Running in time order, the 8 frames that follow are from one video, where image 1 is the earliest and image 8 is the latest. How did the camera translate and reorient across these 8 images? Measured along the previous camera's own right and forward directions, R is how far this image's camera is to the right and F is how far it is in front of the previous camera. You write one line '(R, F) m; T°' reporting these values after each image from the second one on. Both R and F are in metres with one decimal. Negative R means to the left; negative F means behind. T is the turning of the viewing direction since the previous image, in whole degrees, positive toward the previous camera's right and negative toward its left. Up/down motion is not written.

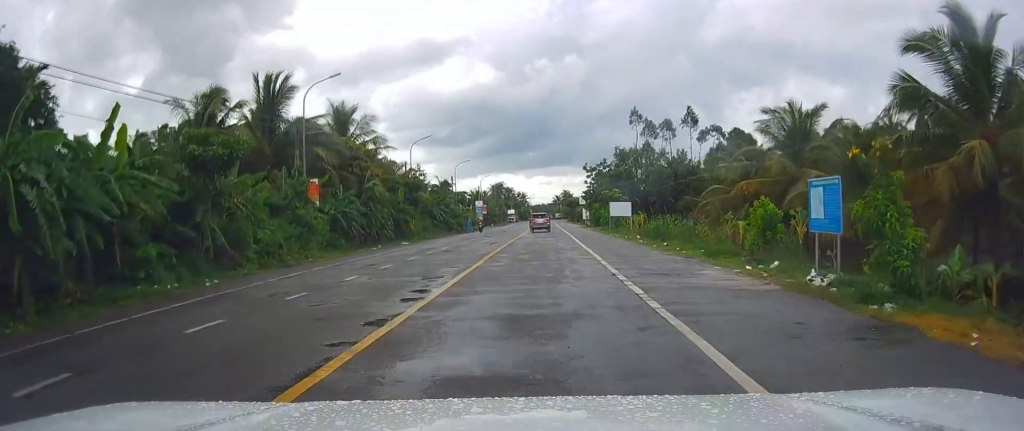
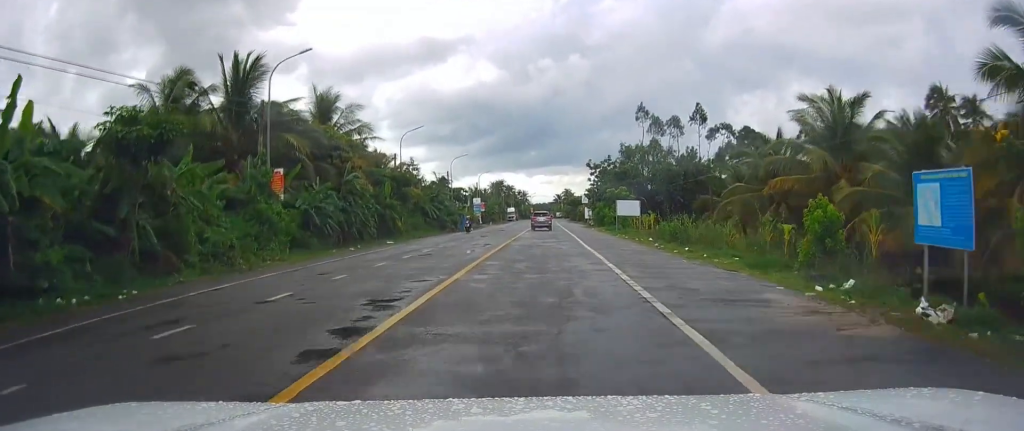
(0.0, +4.8) m; 0°
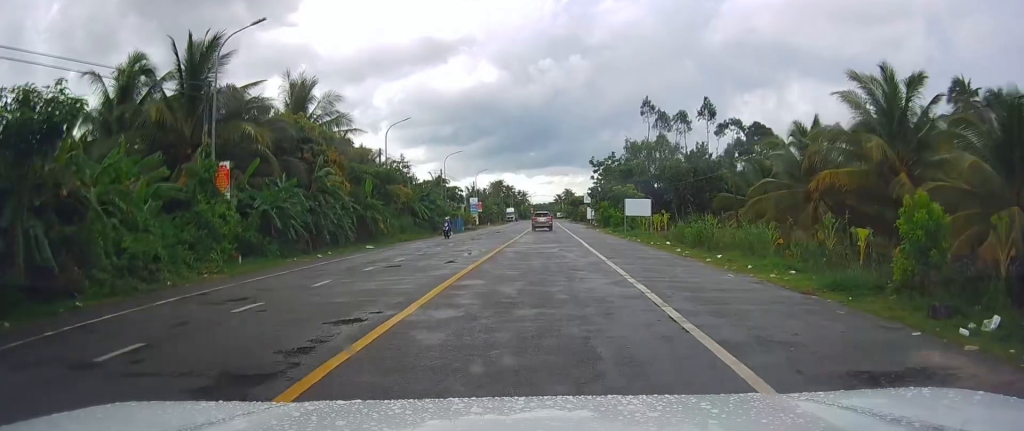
(0.0, +6.0) m; -1°
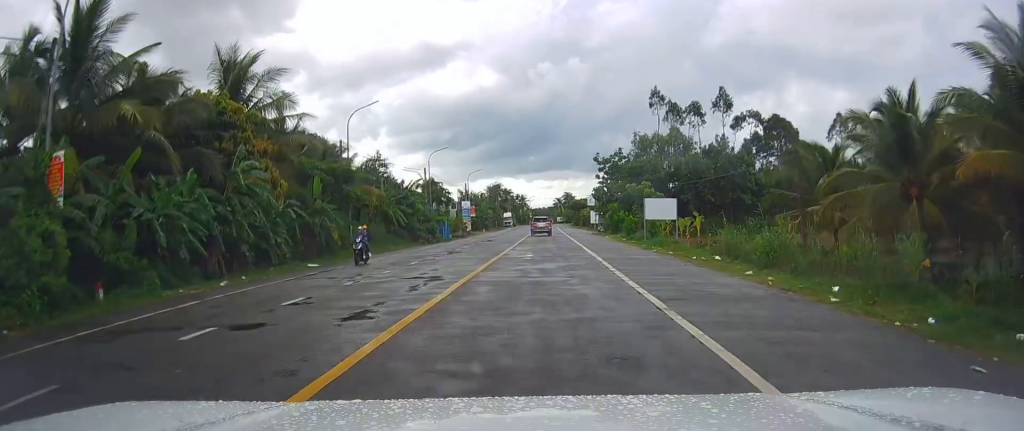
(-0.2, +9.5) m; -1°
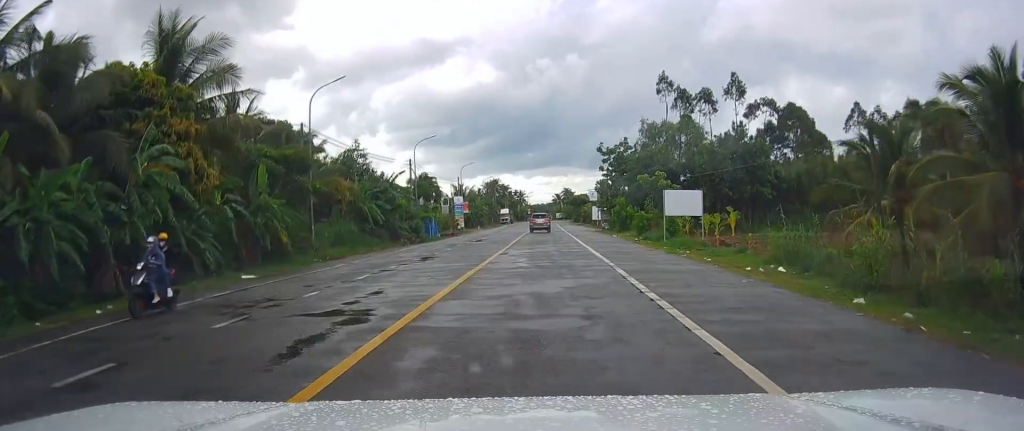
(-0.1, +7.2) m; +1°
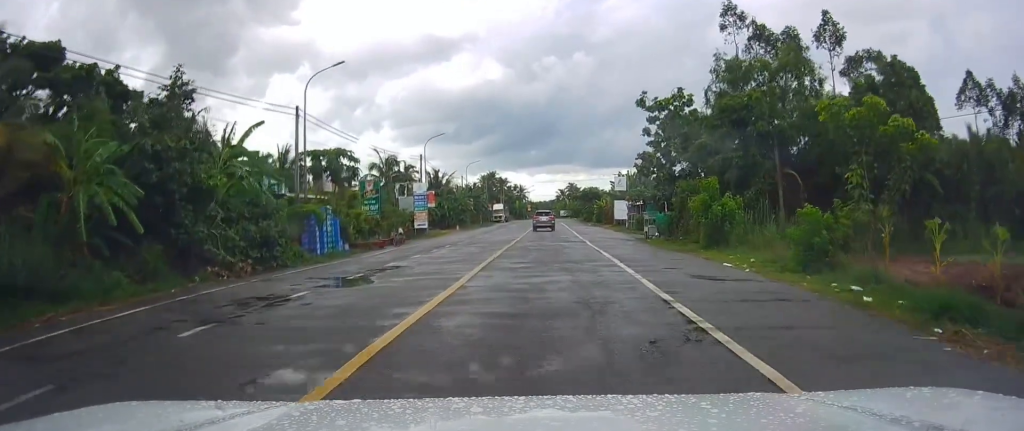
(+0.5, +29.5) m; 0°
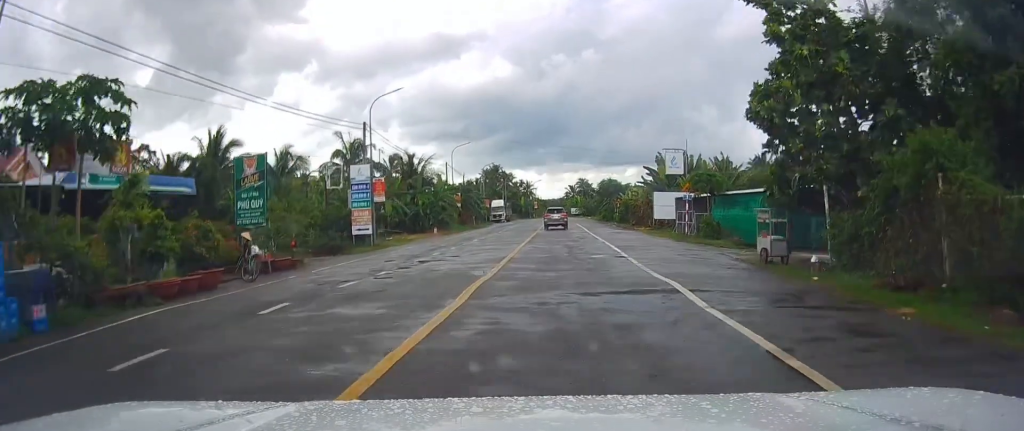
(+0.7, +22.5) m; +1°
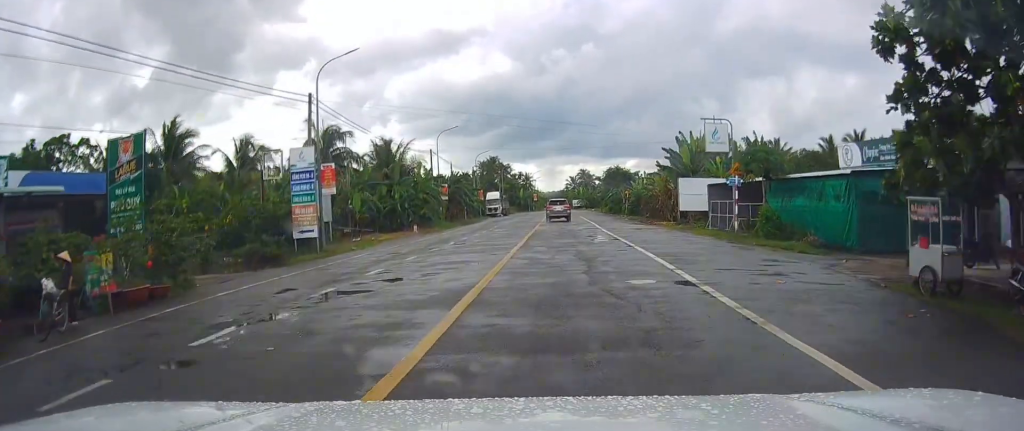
(-0.2, +9.8) m; -3°
